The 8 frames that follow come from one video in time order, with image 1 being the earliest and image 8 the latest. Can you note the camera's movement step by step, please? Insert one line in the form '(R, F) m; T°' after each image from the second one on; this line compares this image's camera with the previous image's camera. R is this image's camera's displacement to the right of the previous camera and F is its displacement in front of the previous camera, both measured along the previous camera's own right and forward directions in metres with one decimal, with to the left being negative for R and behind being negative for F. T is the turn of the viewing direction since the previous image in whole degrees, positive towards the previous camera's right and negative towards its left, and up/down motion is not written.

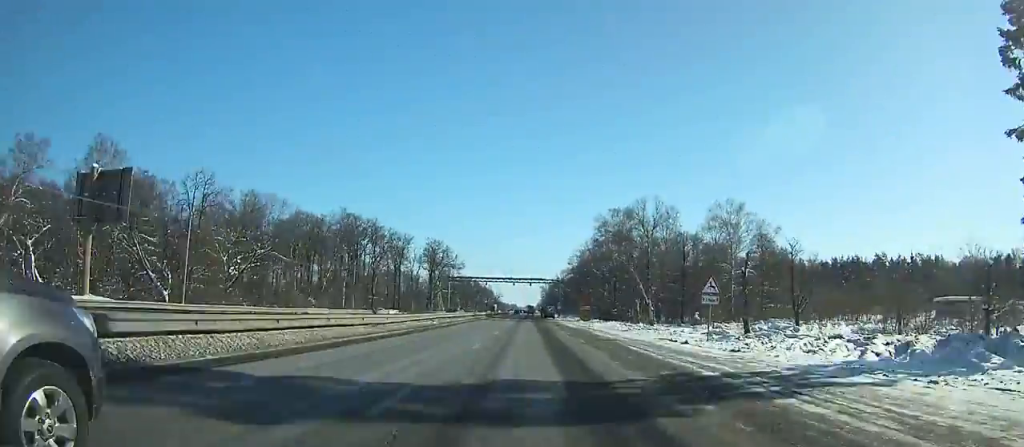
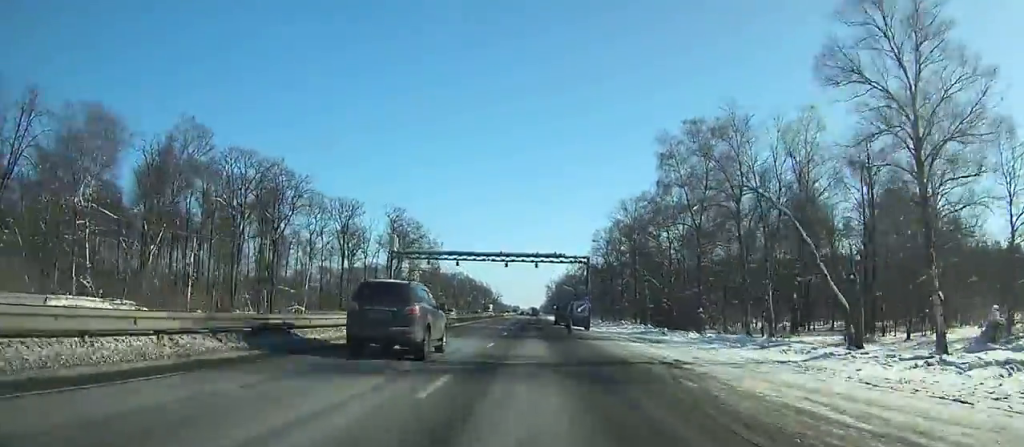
(+0.1, +61.8) m; 0°
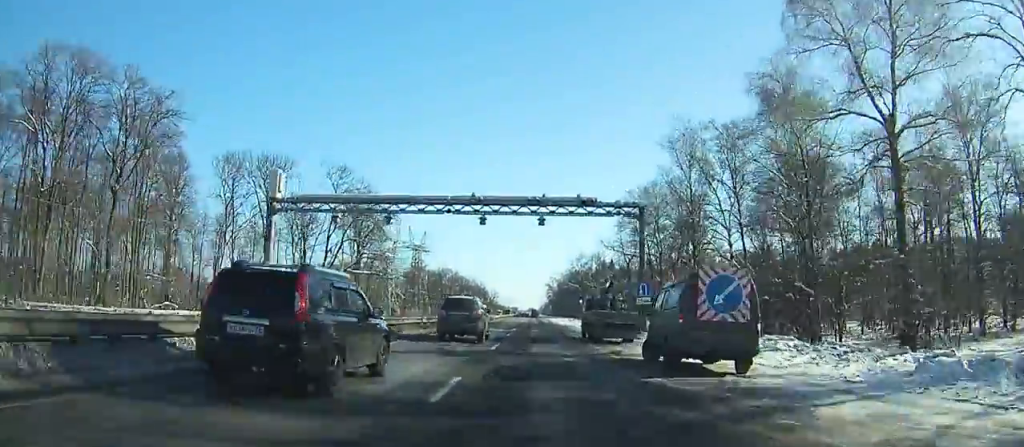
(0.0, +37.2) m; 0°
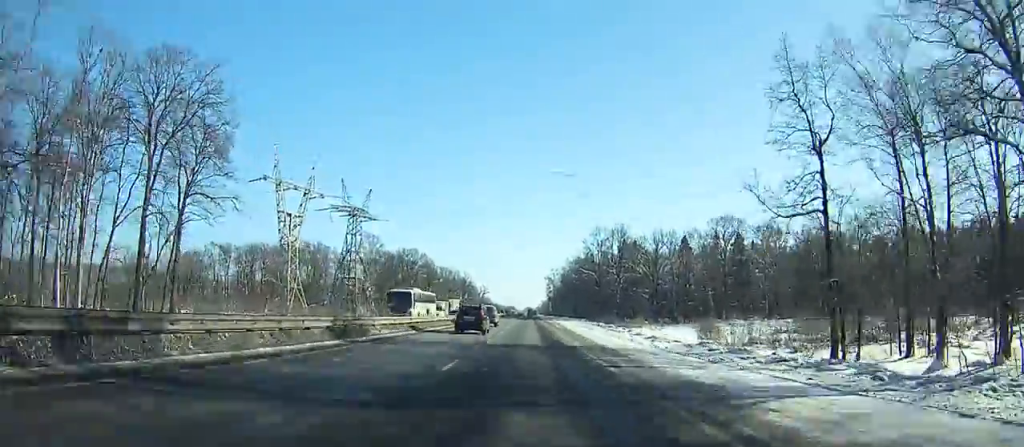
(+0.1, +67.8) m; 0°
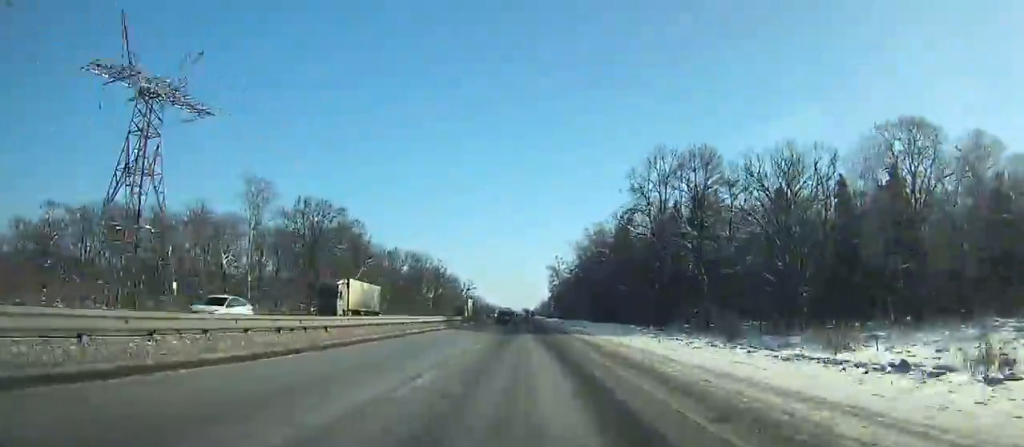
(-0.4, +70.4) m; 0°
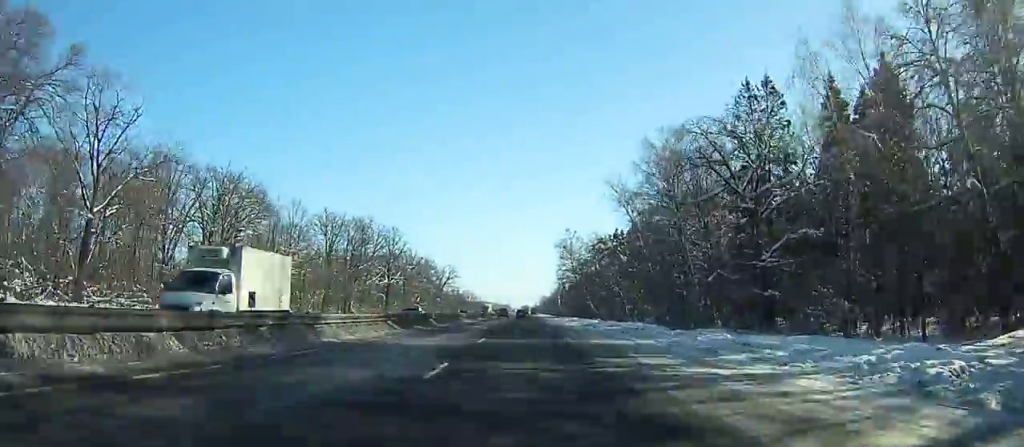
(0.0, +62.0) m; +2°
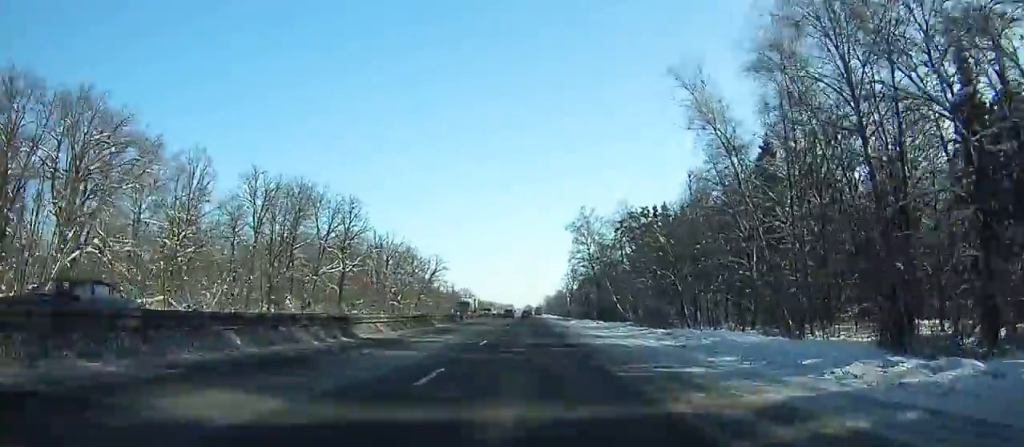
(+1.1, +30.1) m; -1°
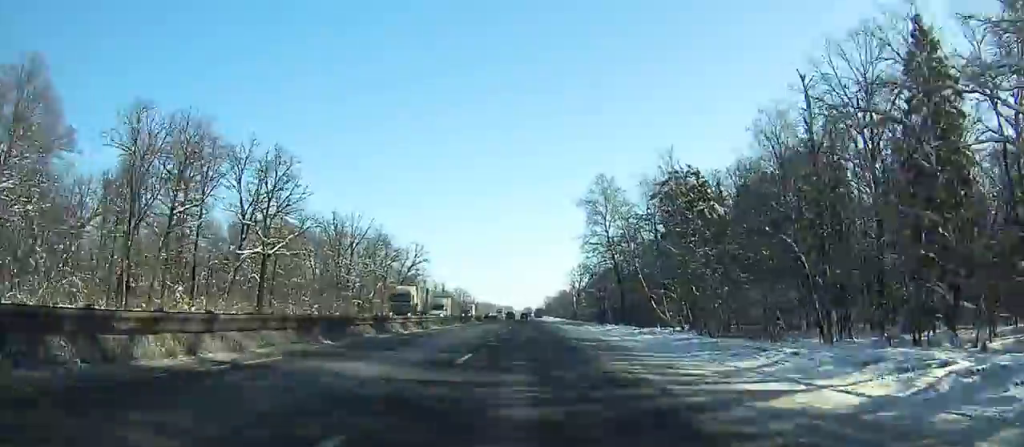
(+1.1, +26.0) m; -1°
